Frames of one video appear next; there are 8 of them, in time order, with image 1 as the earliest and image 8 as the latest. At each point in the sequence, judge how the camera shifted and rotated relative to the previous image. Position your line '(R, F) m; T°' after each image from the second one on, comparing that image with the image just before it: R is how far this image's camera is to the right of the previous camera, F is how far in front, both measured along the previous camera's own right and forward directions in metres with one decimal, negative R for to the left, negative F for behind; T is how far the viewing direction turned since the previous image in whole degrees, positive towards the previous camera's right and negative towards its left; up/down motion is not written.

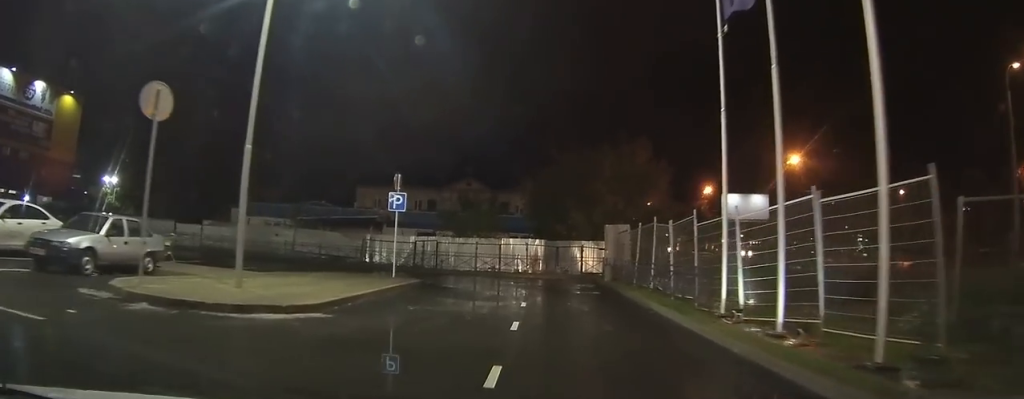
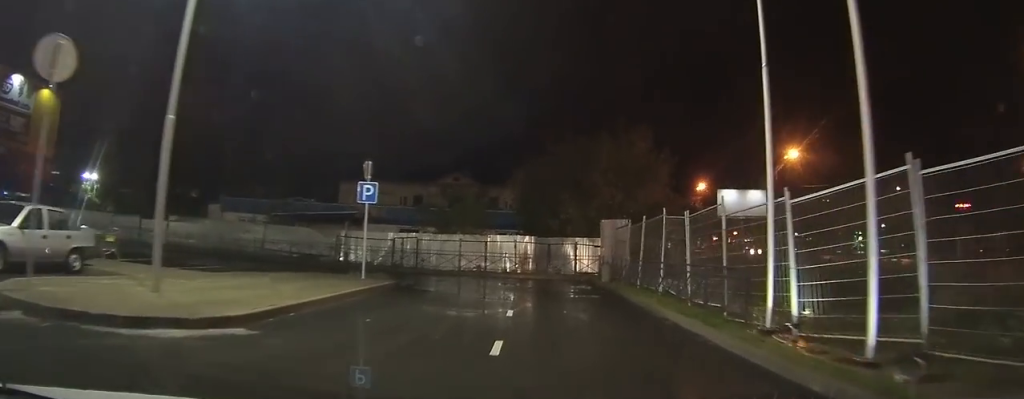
(0.0, +2.5) m; +1°
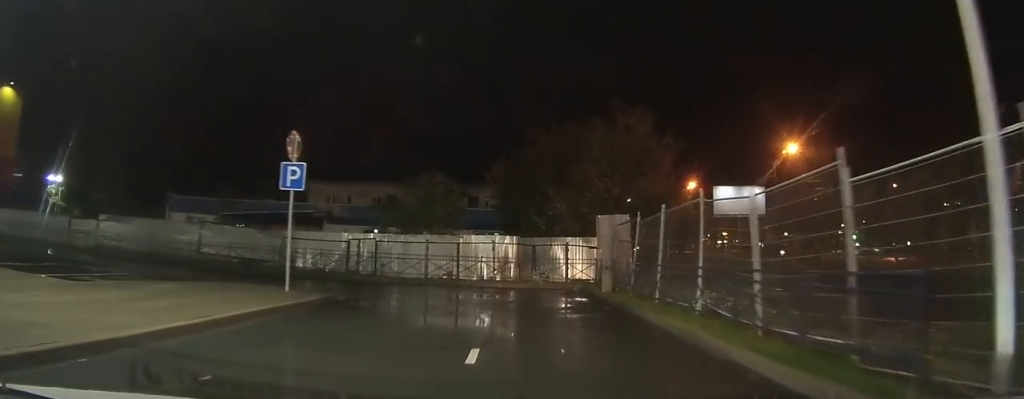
(0.0, +4.3) m; +1°
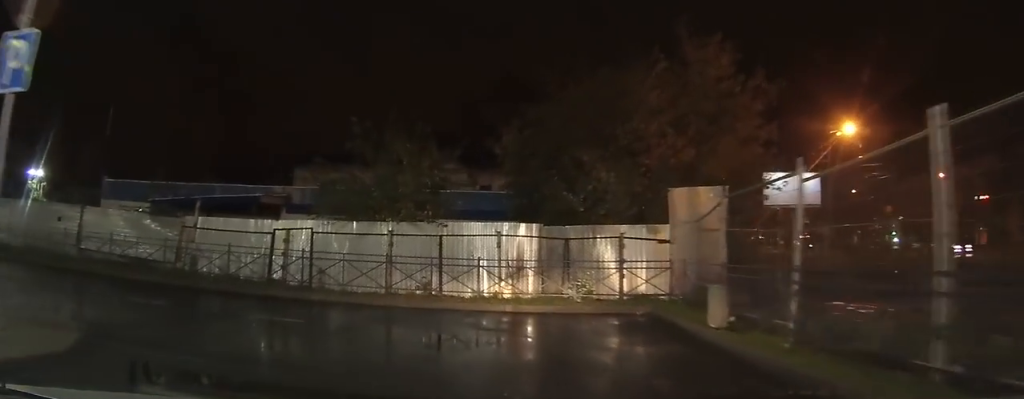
(-0.2, +7.7) m; -8°
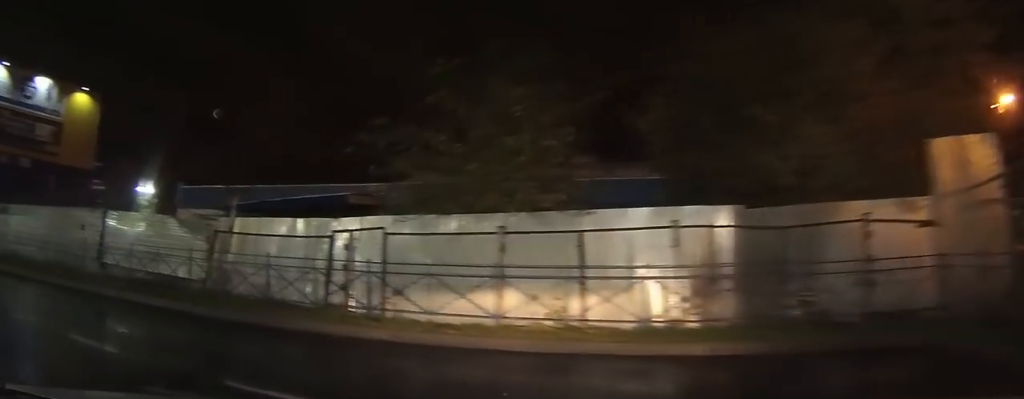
(-0.4, +4.9) m; -16°
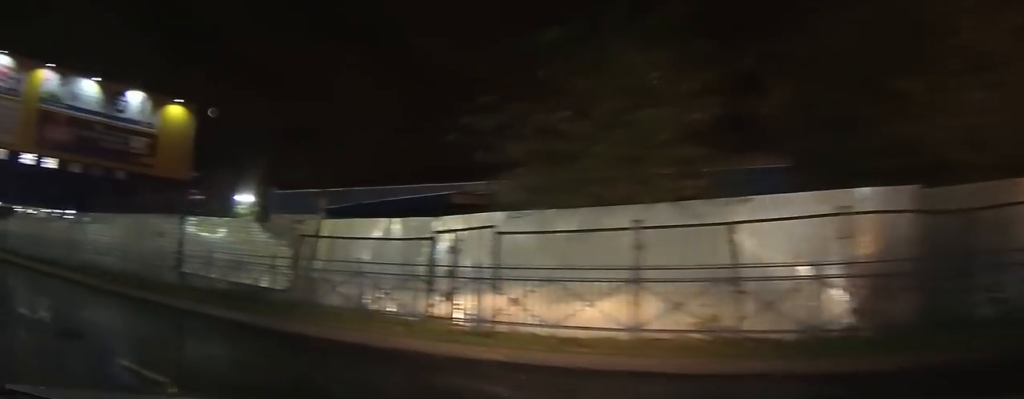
(+0.3, +1.6) m; -8°
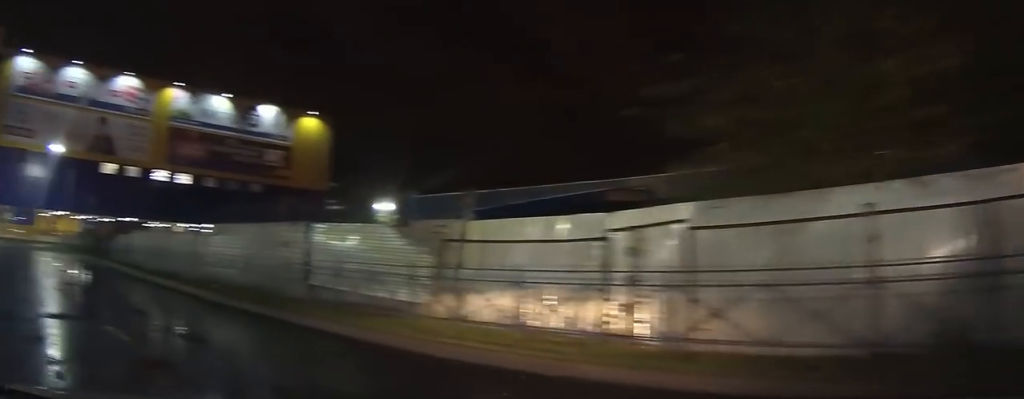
(-0.5, +1.6) m; -16°
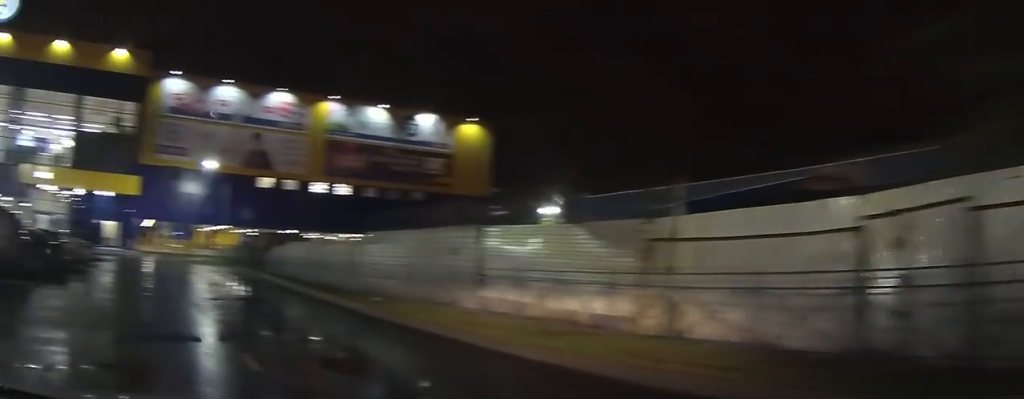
(-0.2, +1.7) m; -17°
